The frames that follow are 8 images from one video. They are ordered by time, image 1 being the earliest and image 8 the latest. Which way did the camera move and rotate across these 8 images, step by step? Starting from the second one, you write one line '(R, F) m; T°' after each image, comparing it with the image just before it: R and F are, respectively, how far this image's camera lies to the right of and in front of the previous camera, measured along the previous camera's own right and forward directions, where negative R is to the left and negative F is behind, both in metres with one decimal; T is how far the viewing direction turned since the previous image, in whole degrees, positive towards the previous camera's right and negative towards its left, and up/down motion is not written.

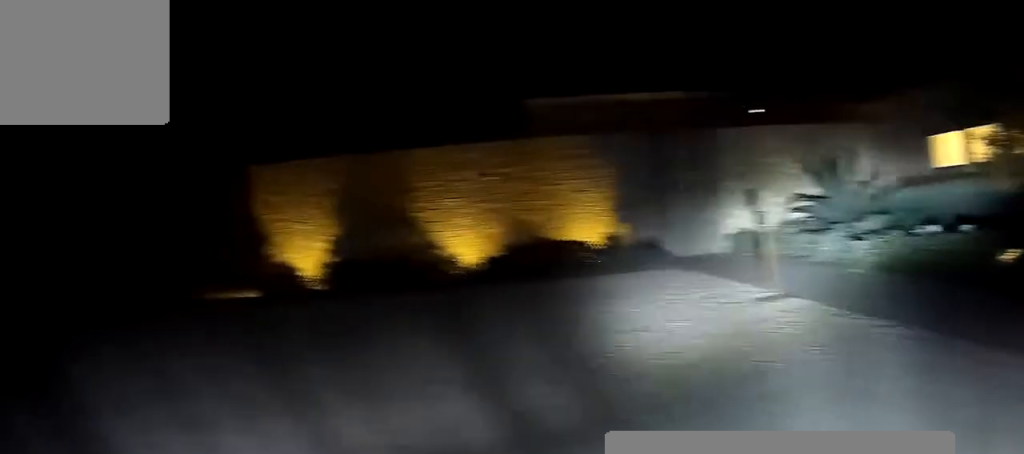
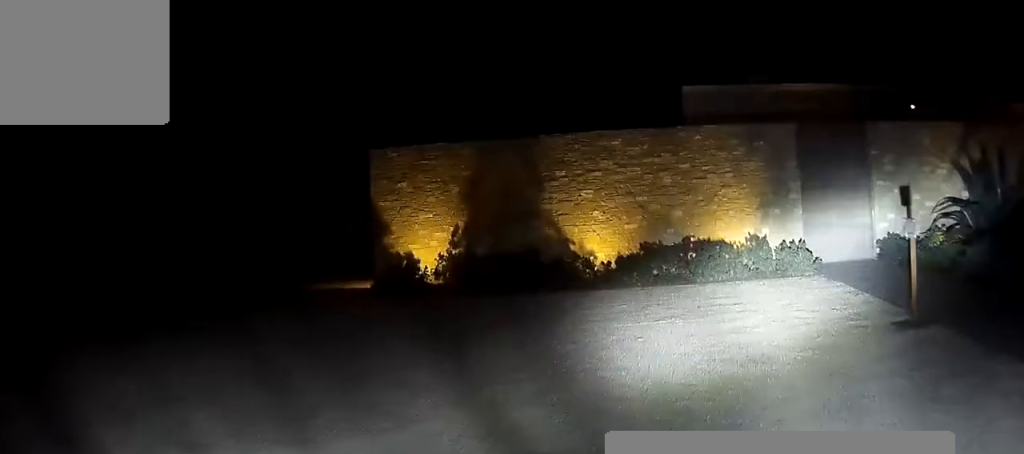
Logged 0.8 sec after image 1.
(-0.1, +1.3) m; -7°
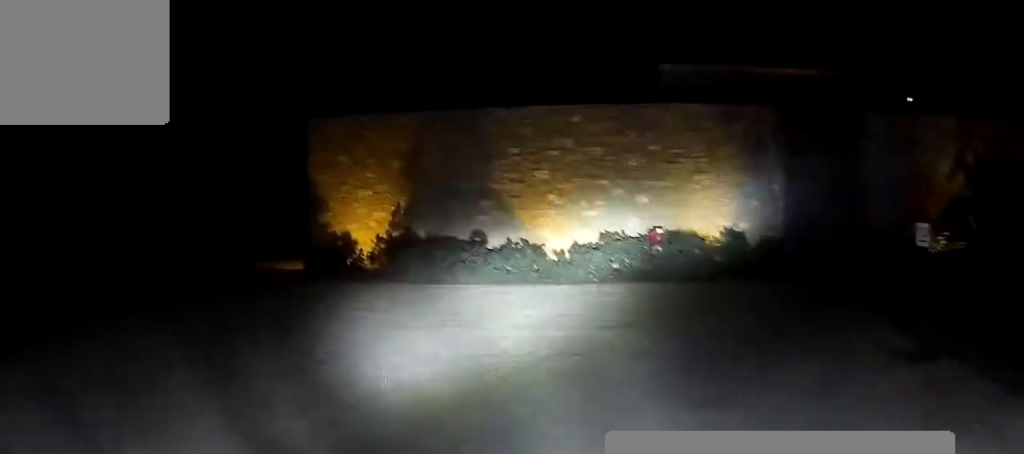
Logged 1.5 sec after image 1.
(-0.1, +1.4) m; -5°
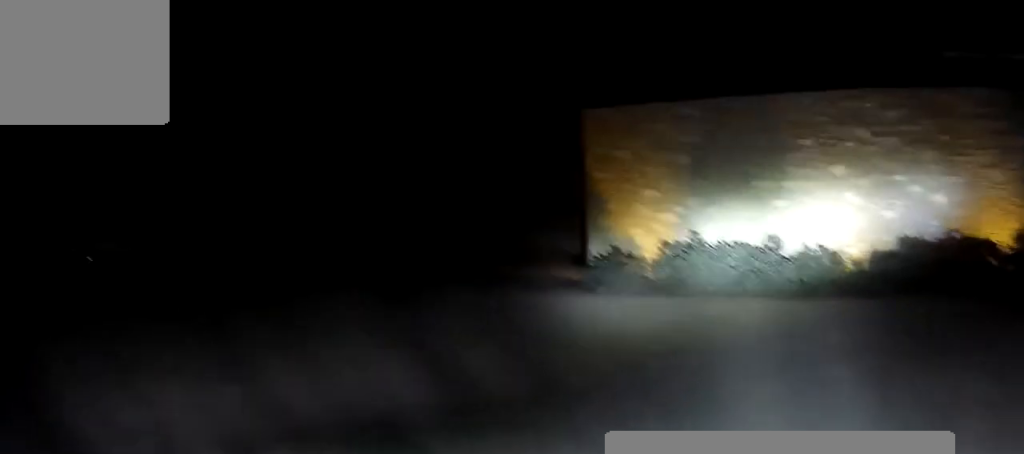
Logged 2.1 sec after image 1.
(-0.1, +1.5) m; -6°
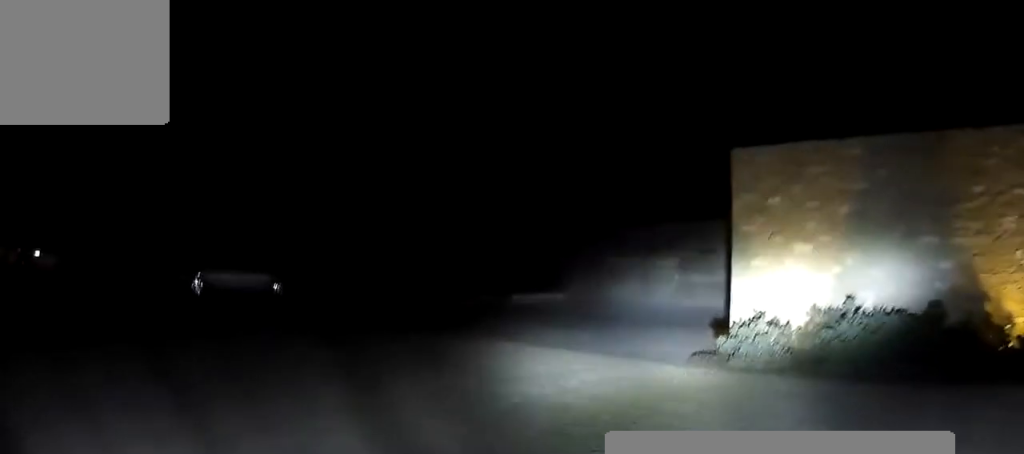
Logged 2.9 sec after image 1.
(+0.1, +2.2) m; -14°
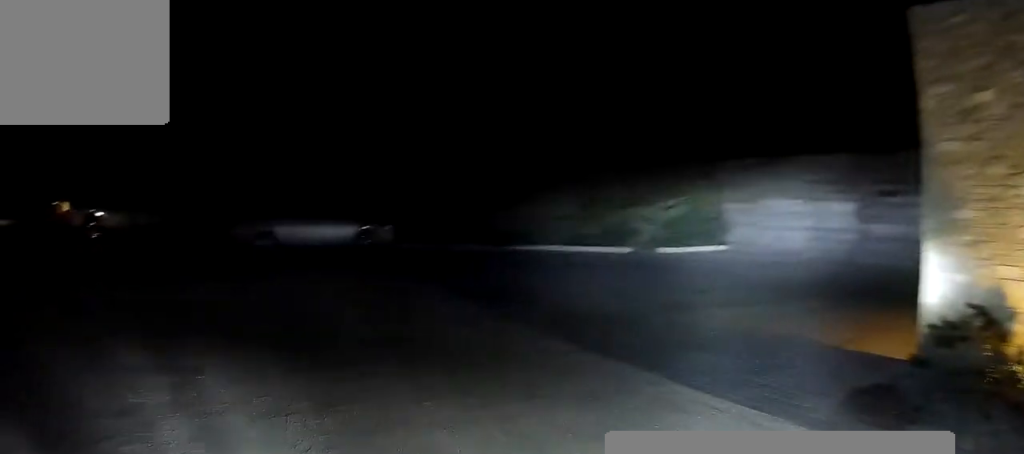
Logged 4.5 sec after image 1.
(-1.9, +4.6) m; -37°
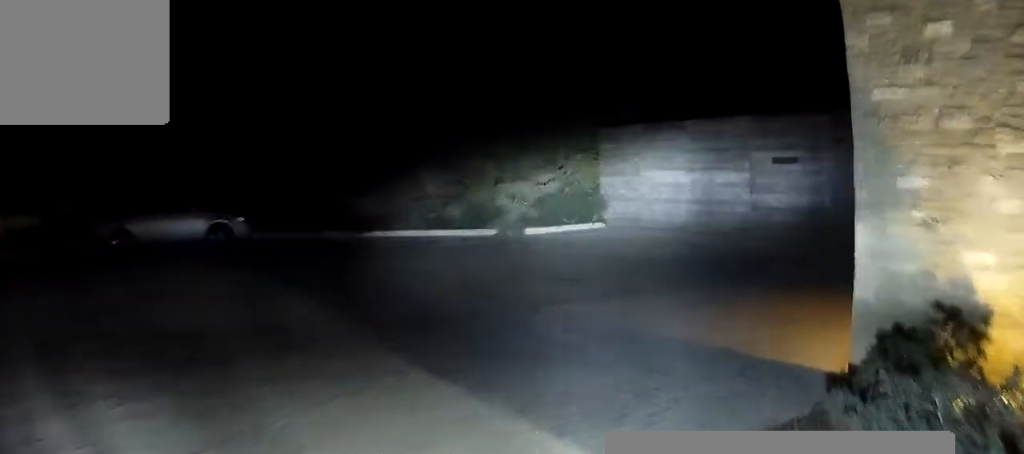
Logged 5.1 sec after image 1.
(-0.1, +1.5) m; -7°
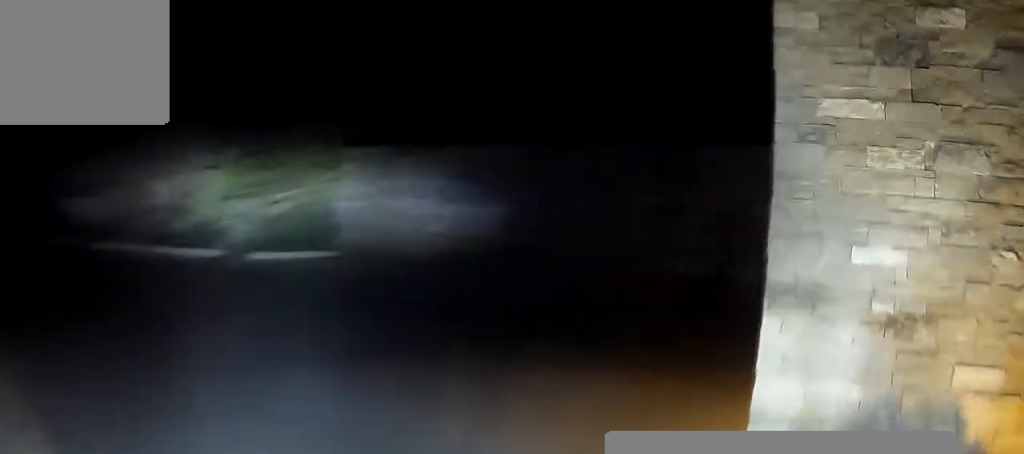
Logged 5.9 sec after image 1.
(-0.2, +2.1) m; -3°
